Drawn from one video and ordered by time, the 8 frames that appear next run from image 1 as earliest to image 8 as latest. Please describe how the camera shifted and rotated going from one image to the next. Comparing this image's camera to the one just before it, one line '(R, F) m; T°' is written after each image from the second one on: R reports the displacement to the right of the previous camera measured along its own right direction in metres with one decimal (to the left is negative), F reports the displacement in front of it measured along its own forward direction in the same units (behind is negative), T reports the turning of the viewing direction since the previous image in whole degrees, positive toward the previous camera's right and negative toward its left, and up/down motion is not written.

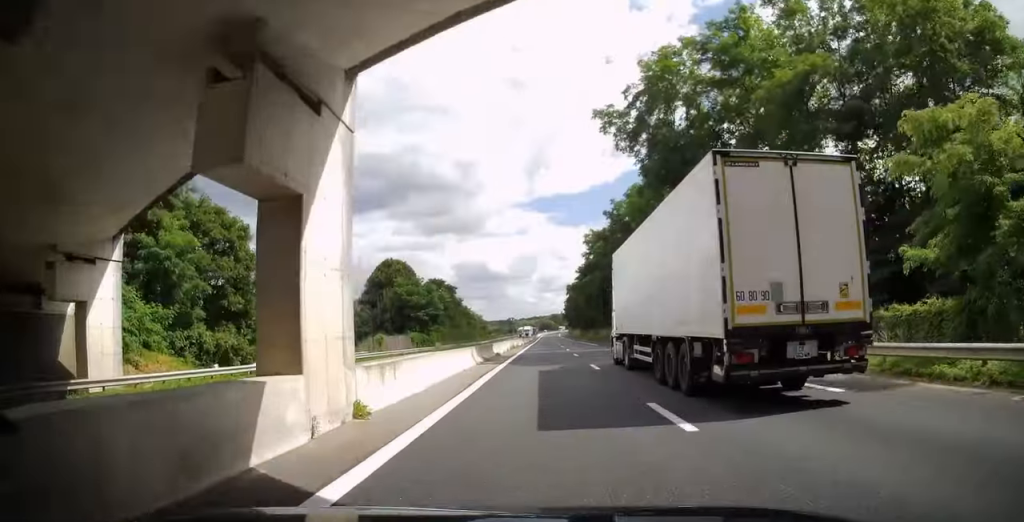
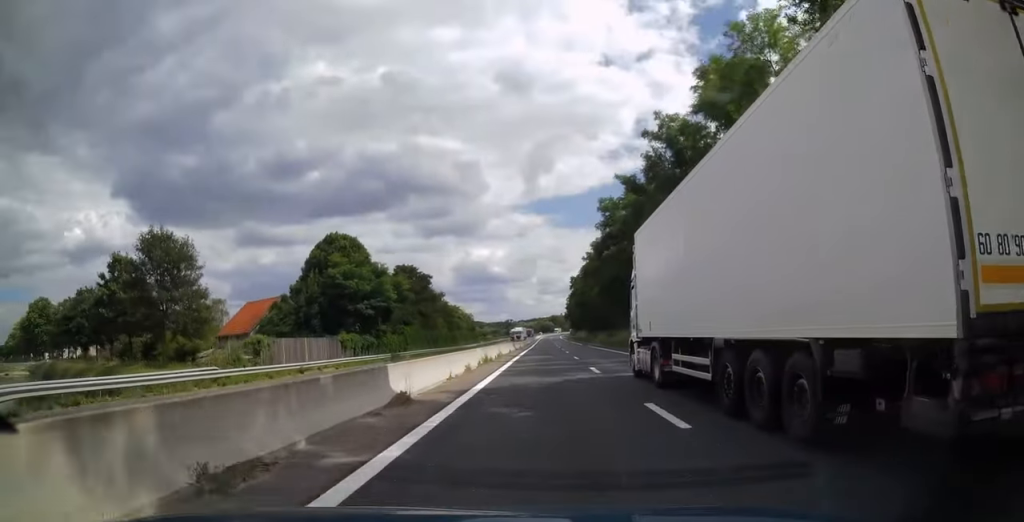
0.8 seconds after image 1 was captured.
(0.0, +26.5) m; 0°
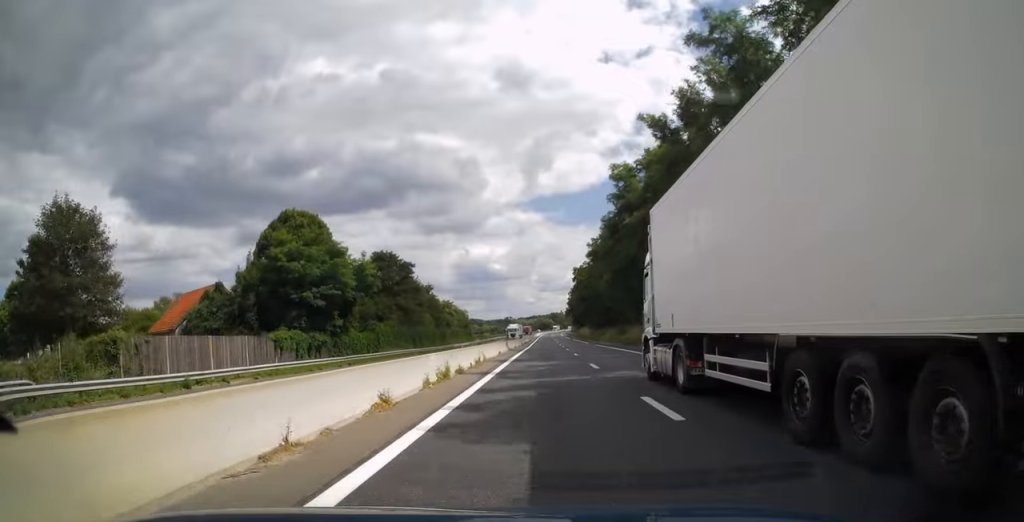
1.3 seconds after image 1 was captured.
(0.0, +12.9) m; 0°
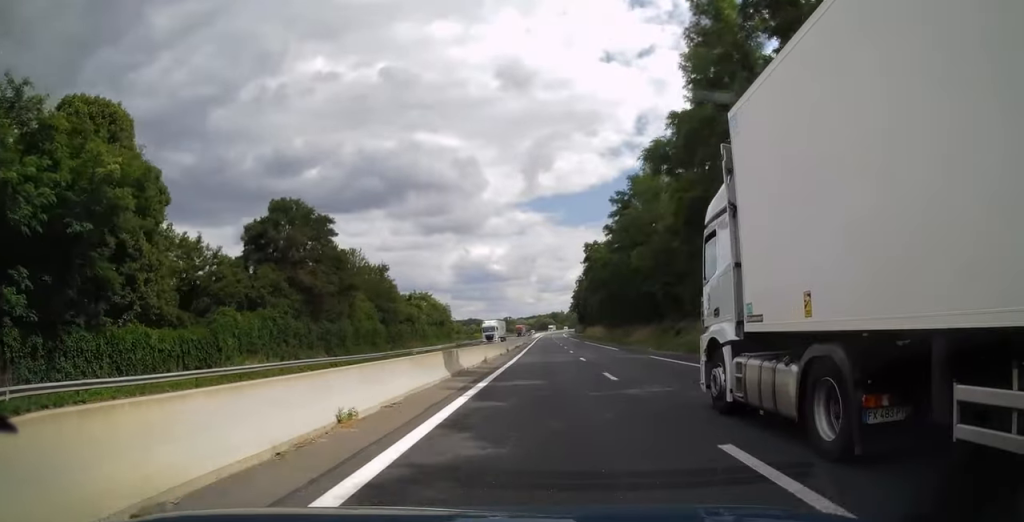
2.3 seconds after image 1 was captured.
(-0.1, +32.2) m; 0°
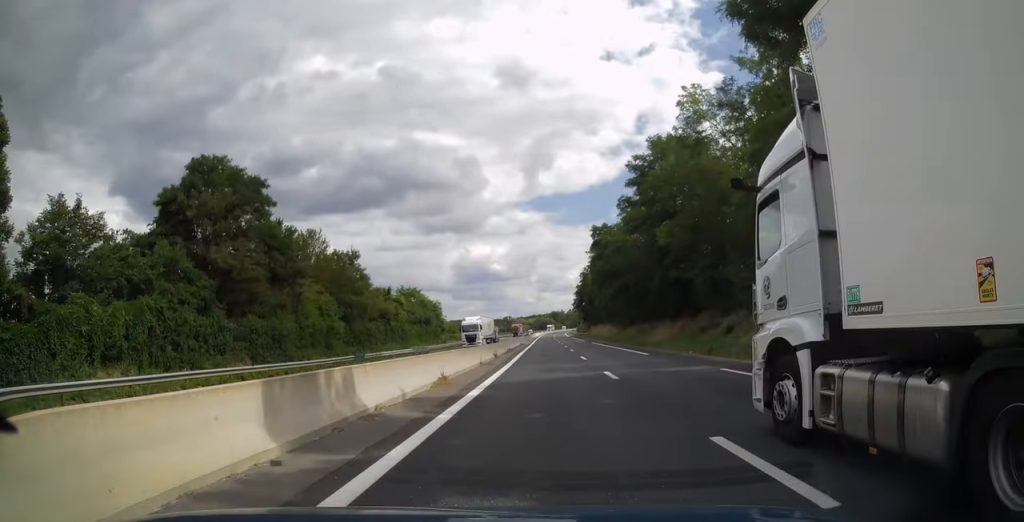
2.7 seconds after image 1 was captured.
(+0.1, +13.0) m; 0°
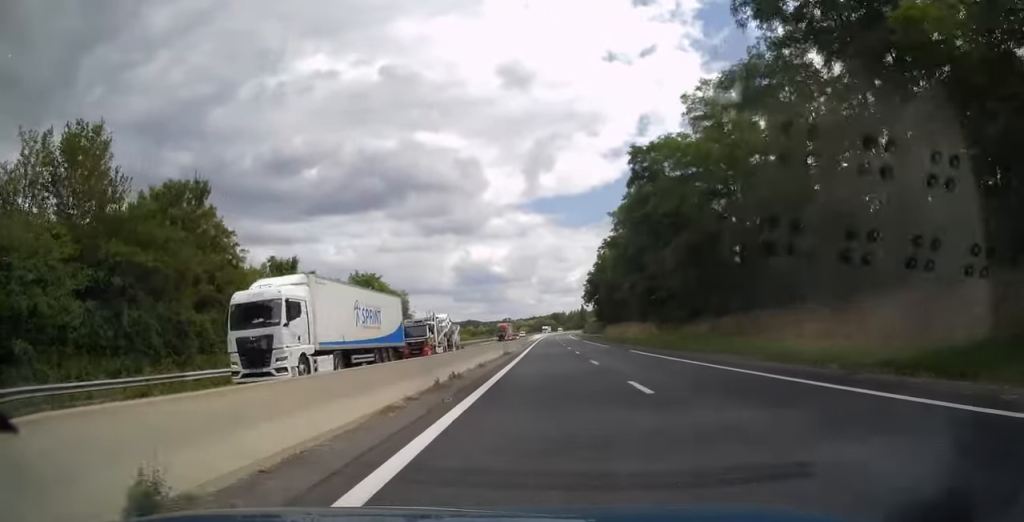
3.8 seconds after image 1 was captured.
(+0.1, +32.2) m; 0°
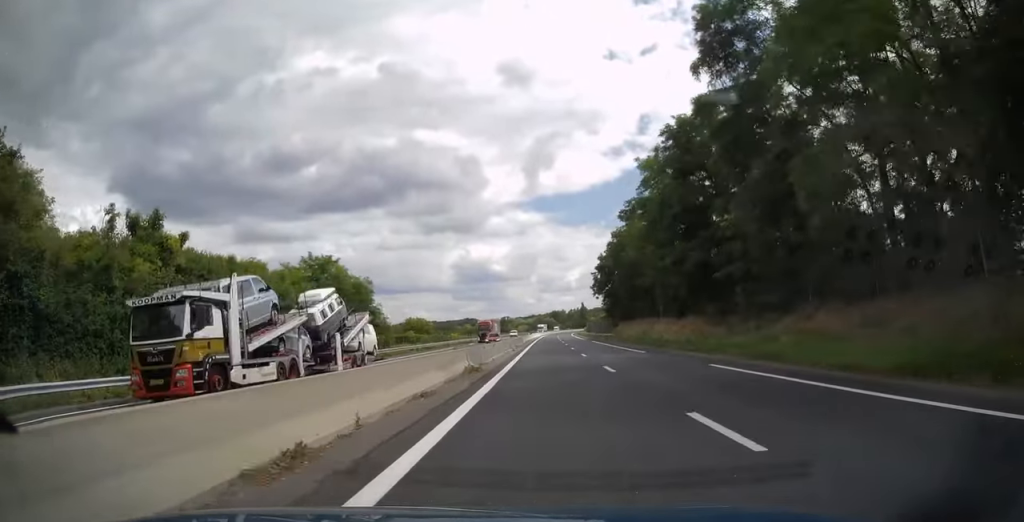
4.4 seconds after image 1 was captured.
(0.0, +19.7) m; 0°
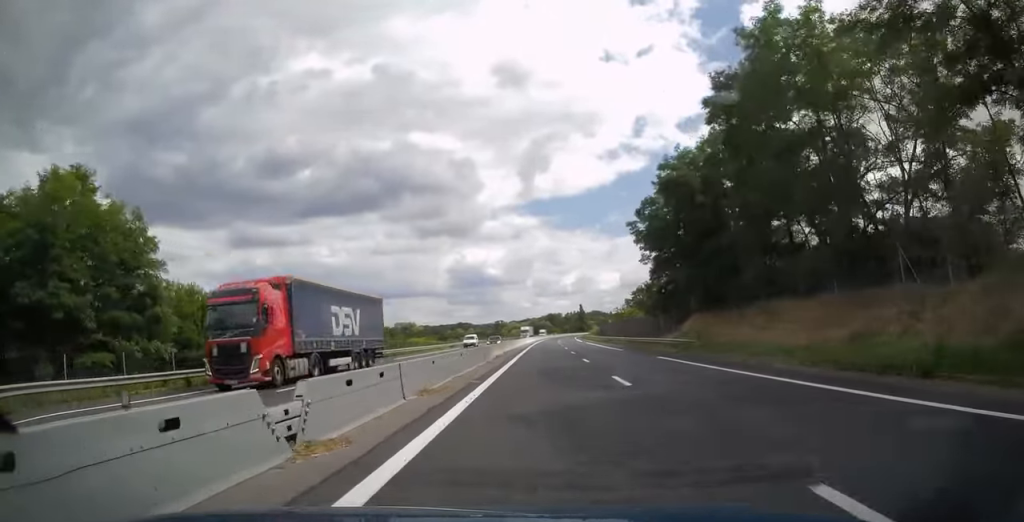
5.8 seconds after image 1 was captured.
(+0.1, +45.5) m; 0°
